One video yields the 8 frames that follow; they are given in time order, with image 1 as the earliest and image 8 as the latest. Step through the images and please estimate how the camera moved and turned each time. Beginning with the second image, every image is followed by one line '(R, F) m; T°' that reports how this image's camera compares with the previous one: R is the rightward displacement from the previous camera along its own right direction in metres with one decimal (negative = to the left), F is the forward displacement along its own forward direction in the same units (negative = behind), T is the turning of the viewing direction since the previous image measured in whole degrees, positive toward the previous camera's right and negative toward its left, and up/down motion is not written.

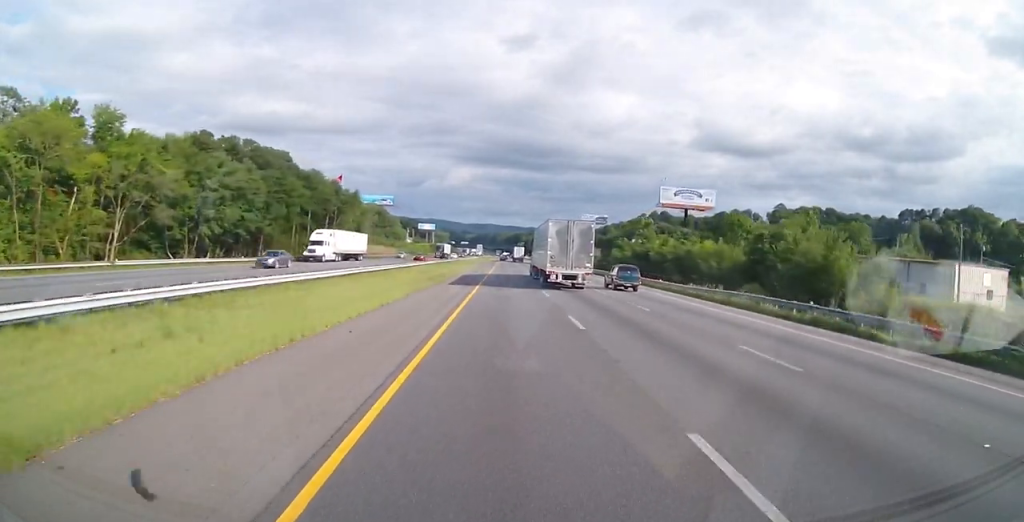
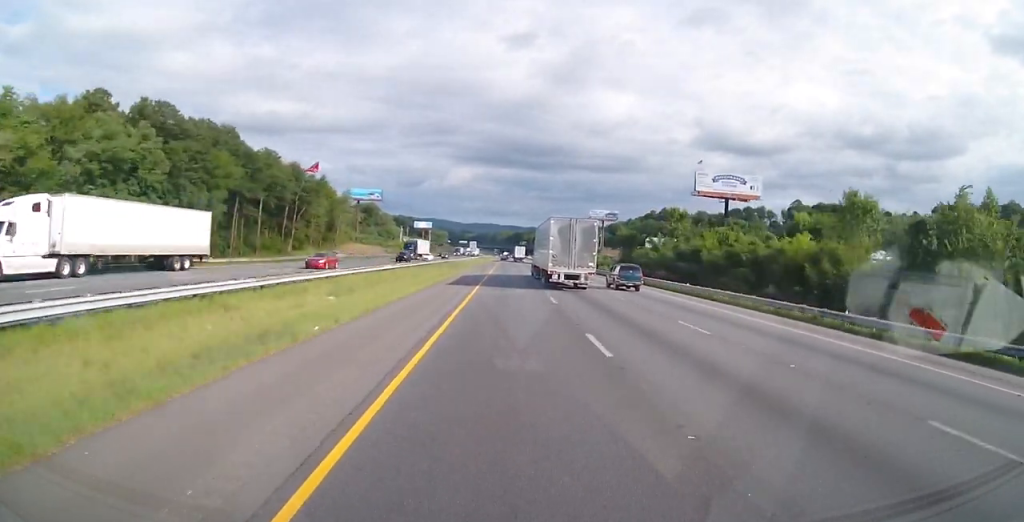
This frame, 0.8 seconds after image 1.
(+0.1, +28.4) m; 0°
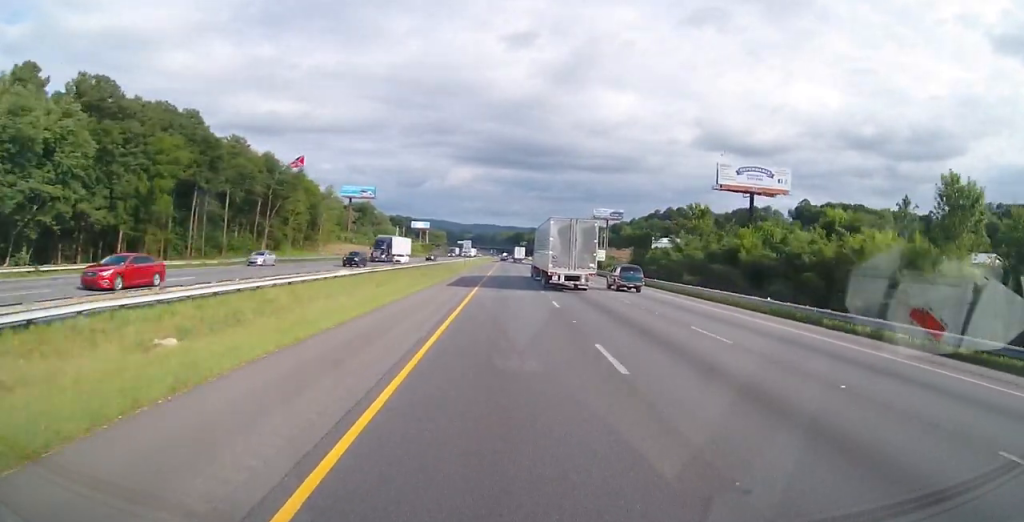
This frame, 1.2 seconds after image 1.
(-0.1, +13.6) m; 0°
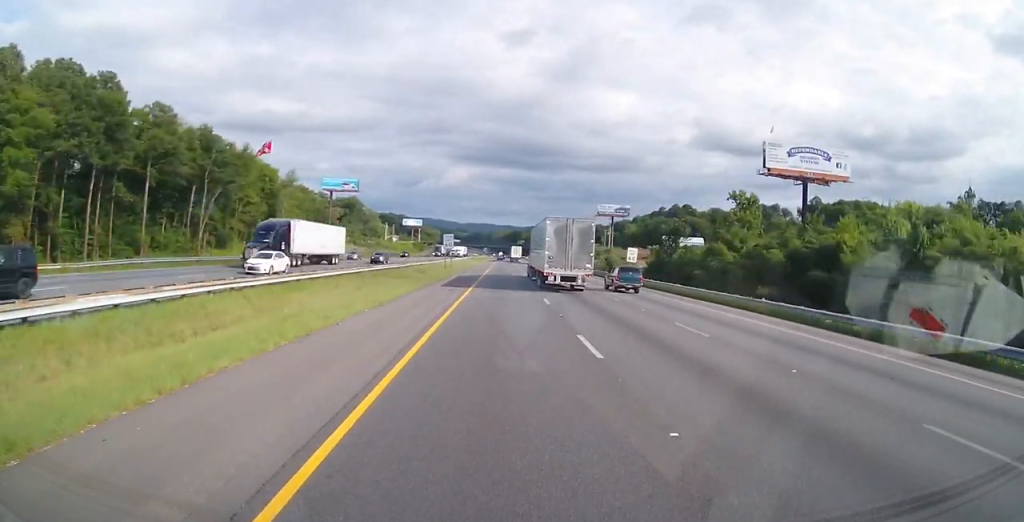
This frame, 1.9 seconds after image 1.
(-0.1, +22.7) m; 0°
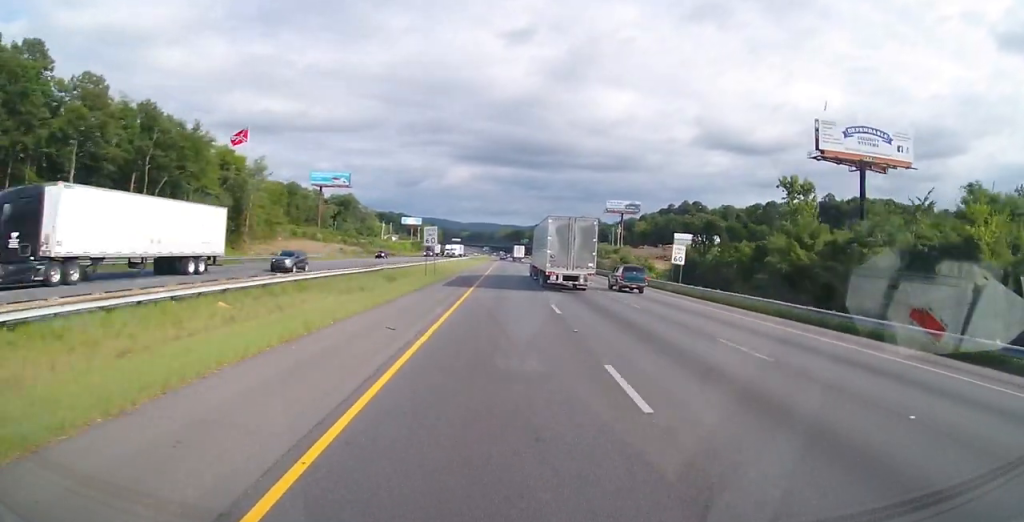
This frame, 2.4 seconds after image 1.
(-0.2, +16.0) m; 0°
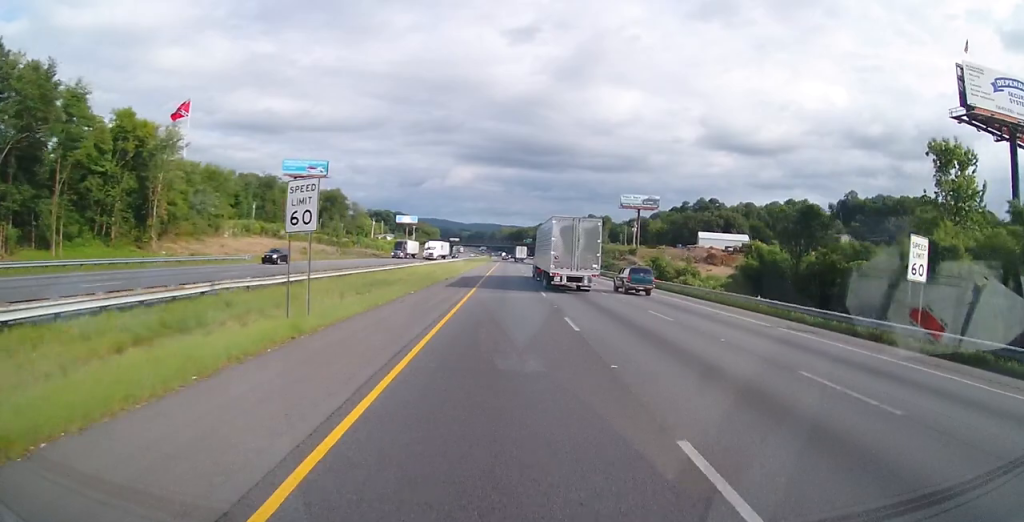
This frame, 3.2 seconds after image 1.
(+0.3, +28.7) m; 0°
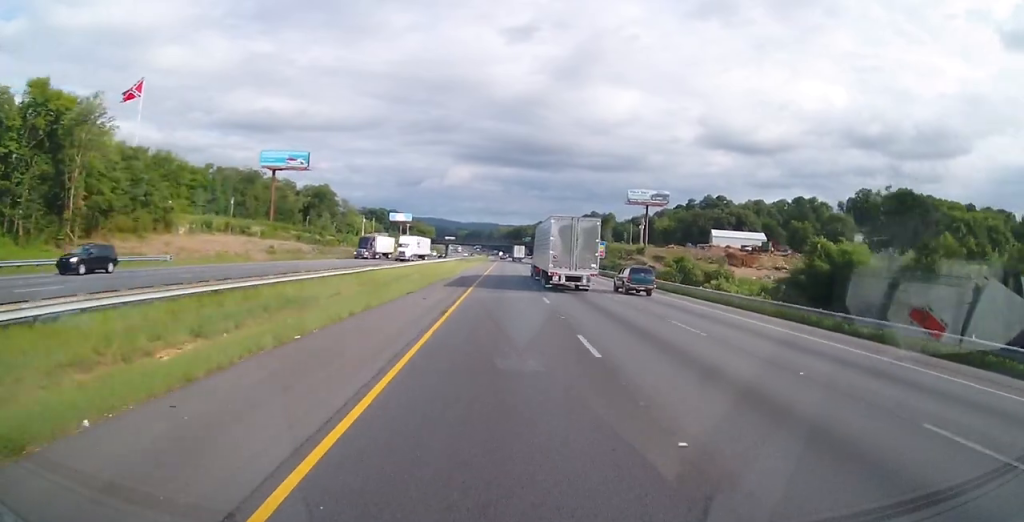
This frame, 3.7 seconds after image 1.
(+0.3, +16.1) m; 0°
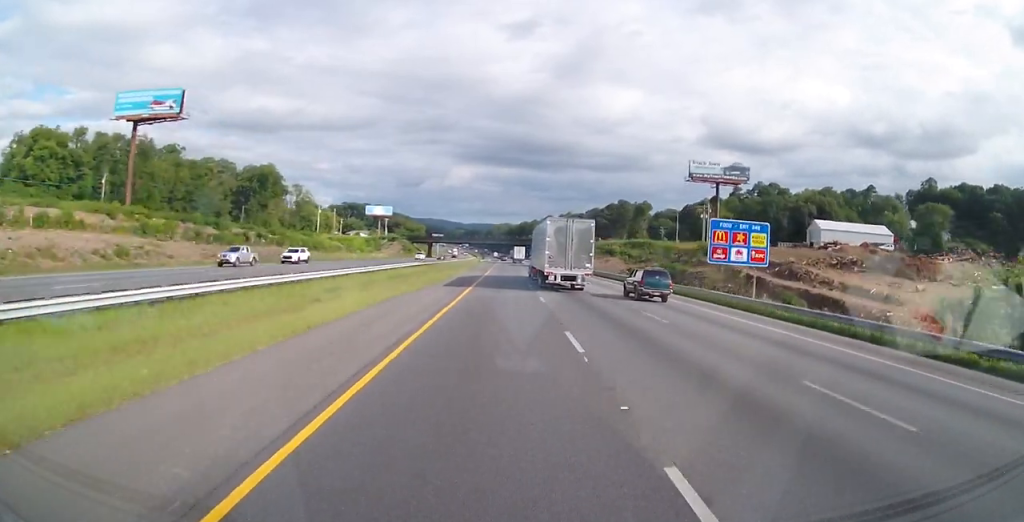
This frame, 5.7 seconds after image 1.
(-1.3, +69.6) m; -1°
